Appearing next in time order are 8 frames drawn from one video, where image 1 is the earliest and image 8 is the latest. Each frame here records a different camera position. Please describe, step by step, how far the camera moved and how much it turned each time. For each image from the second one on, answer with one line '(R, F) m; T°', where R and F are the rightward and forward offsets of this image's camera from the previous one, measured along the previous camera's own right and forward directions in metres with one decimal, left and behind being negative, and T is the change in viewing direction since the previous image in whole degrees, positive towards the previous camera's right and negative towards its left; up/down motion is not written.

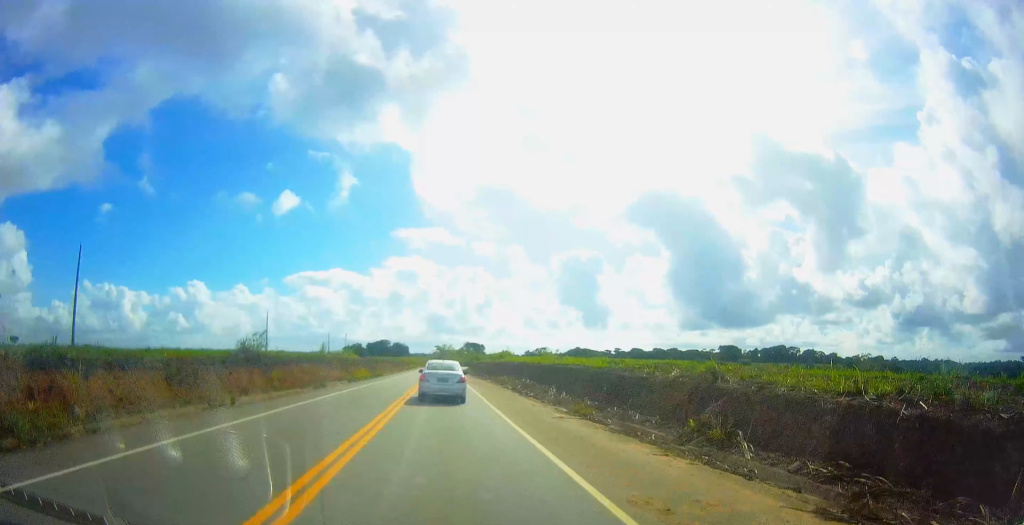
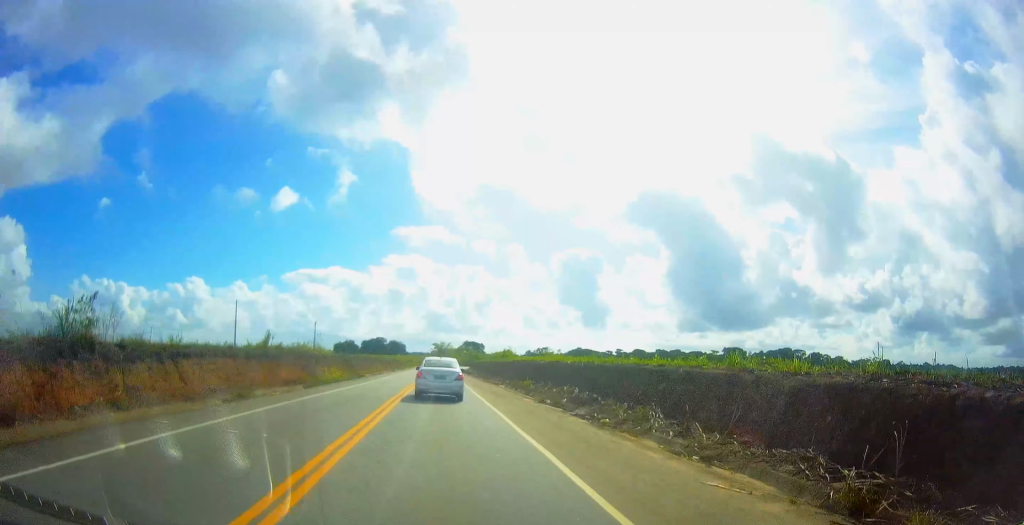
(0.0, +15.1) m; 0°
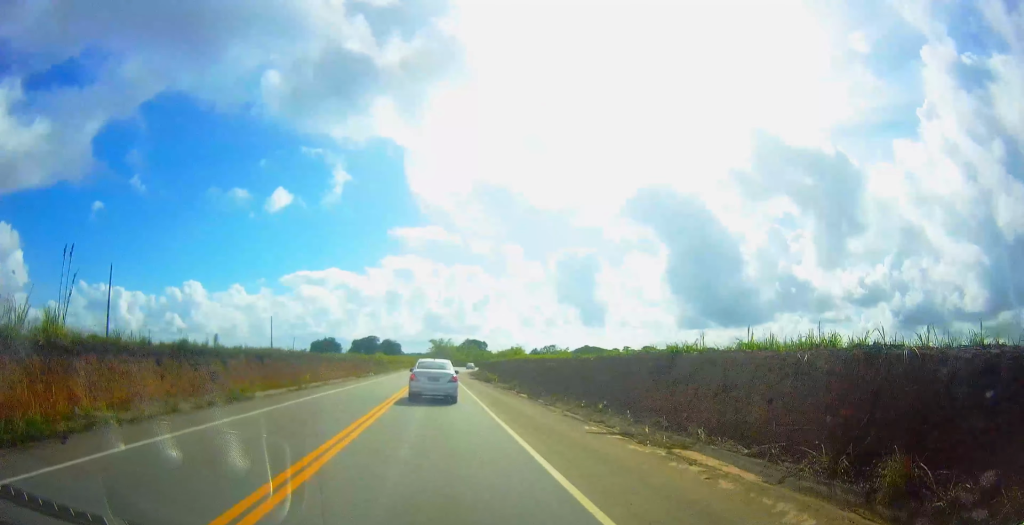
(0.0, +36.1) m; 0°
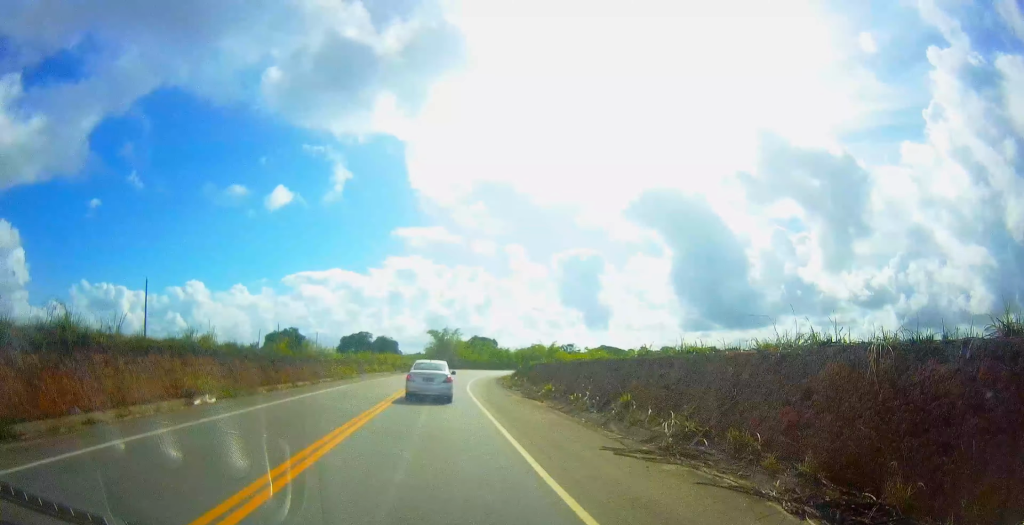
(+1.2, +50.0) m; +3°
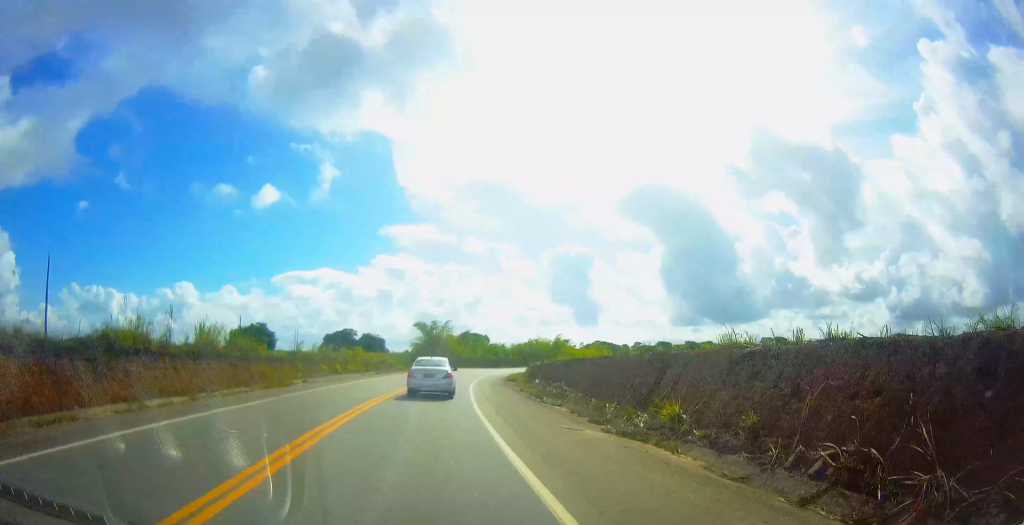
(+0.3, +16.8) m; +1°
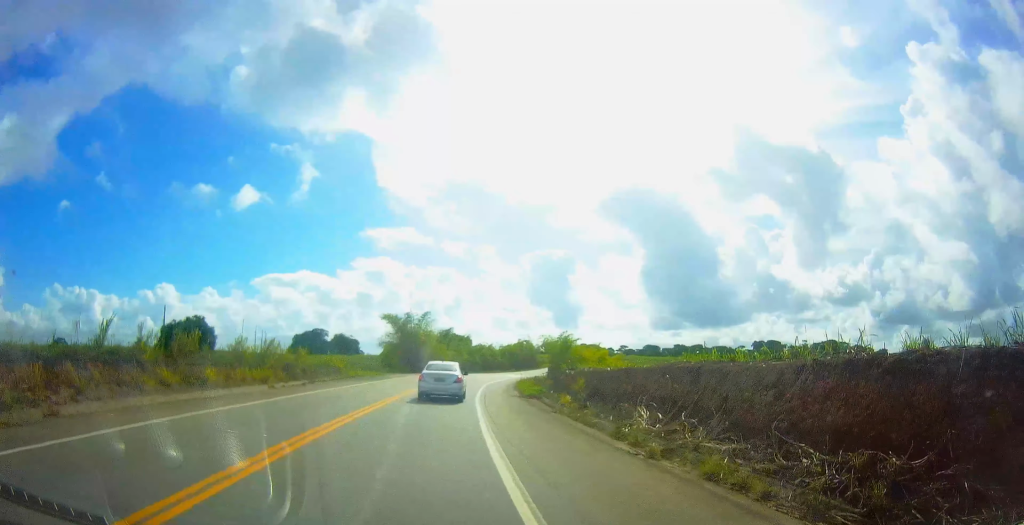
(0.0, +22.2) m; 0°
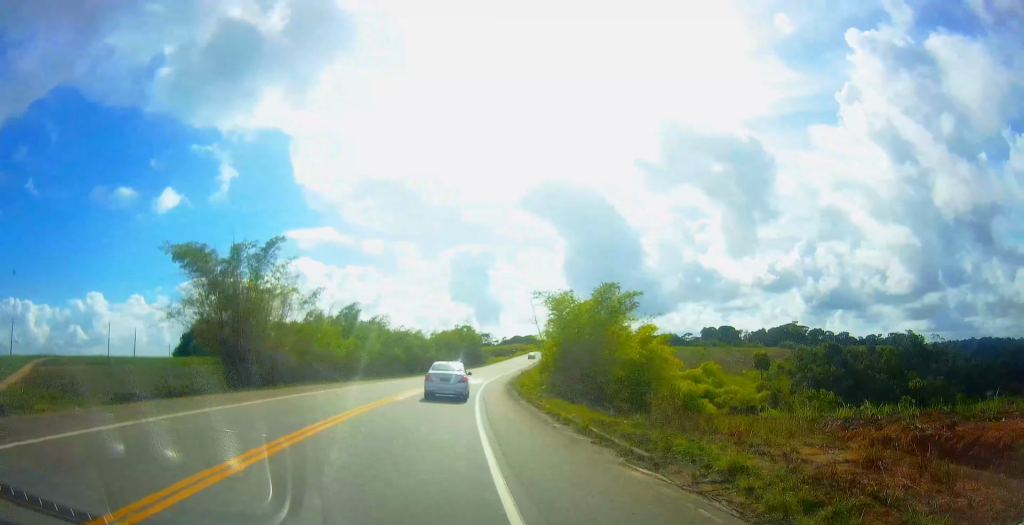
(0.0, +46.2) m; 0°
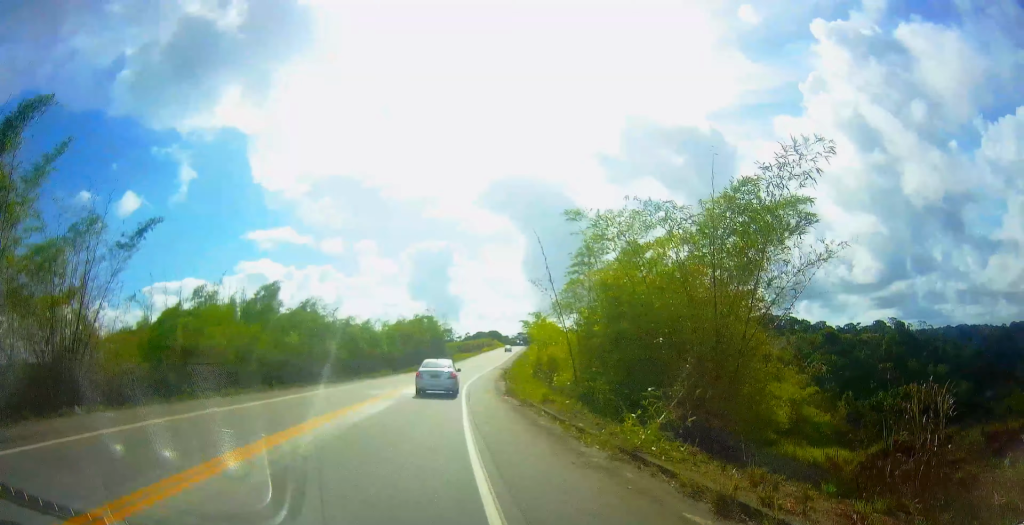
(0.0, +19.7) m; 0°
